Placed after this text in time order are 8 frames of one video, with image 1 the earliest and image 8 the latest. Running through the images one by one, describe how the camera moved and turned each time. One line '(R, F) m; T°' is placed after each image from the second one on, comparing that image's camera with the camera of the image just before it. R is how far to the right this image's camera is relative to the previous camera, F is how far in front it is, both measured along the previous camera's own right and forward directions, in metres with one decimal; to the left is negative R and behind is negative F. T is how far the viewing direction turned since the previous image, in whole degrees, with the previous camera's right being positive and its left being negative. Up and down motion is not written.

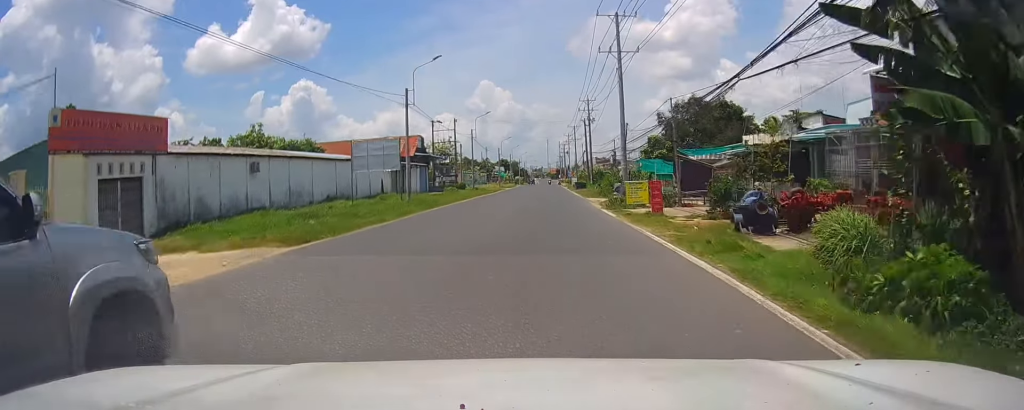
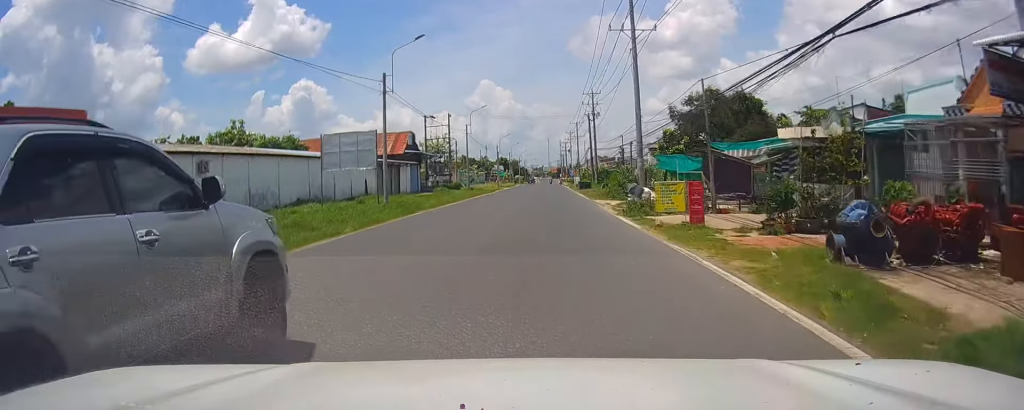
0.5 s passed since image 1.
(+0.2, +6.5) m; 0°
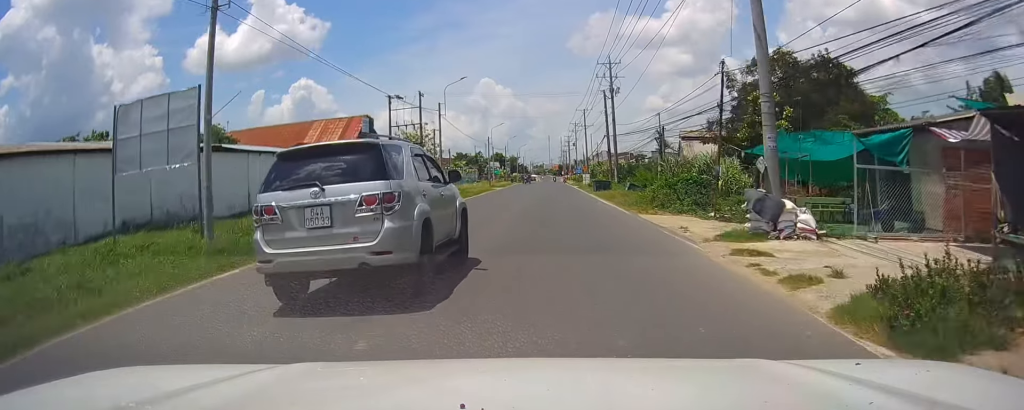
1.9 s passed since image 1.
(0.0, +20.0) m; 0°
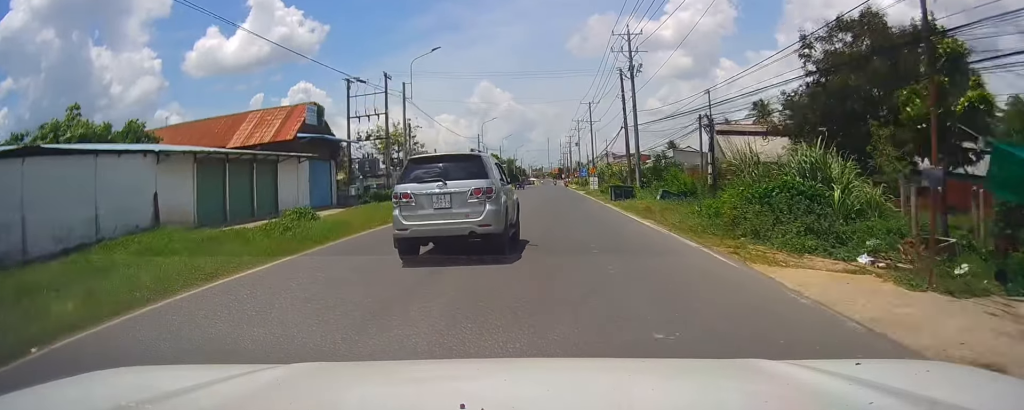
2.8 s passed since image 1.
(+0.2, +12.8) m; 0°
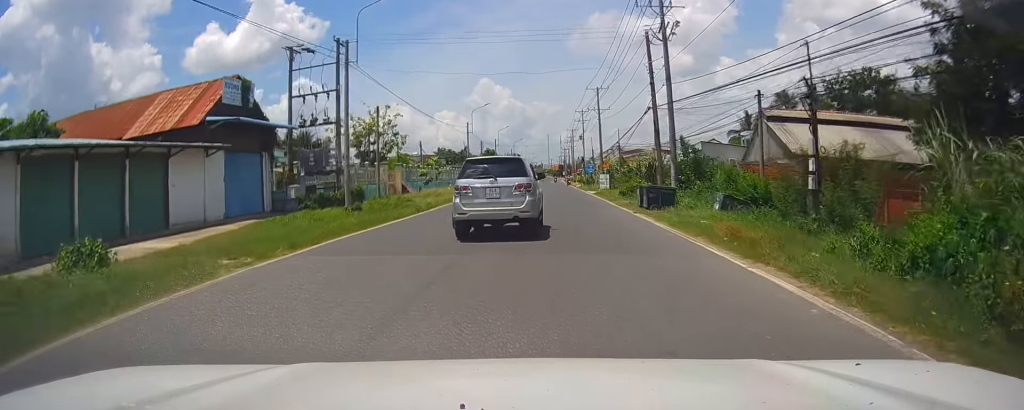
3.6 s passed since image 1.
(0.0, +11.6) m; 0°
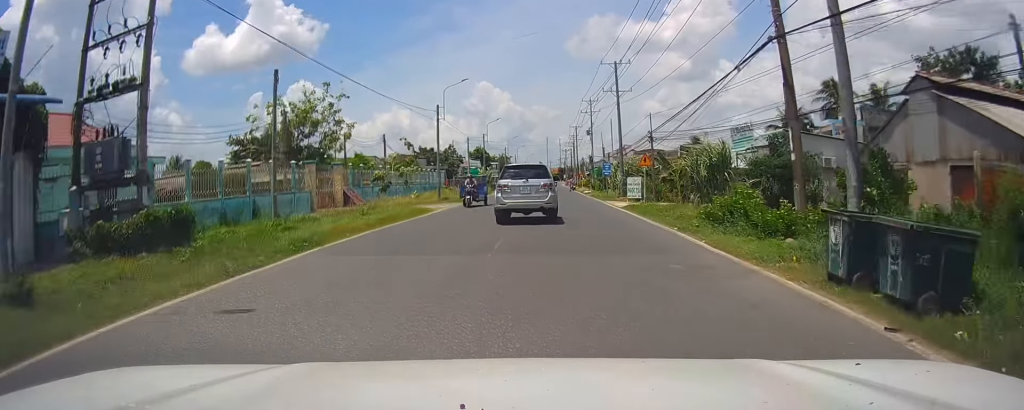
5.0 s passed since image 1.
(+0.1, +18.8) m; -2°
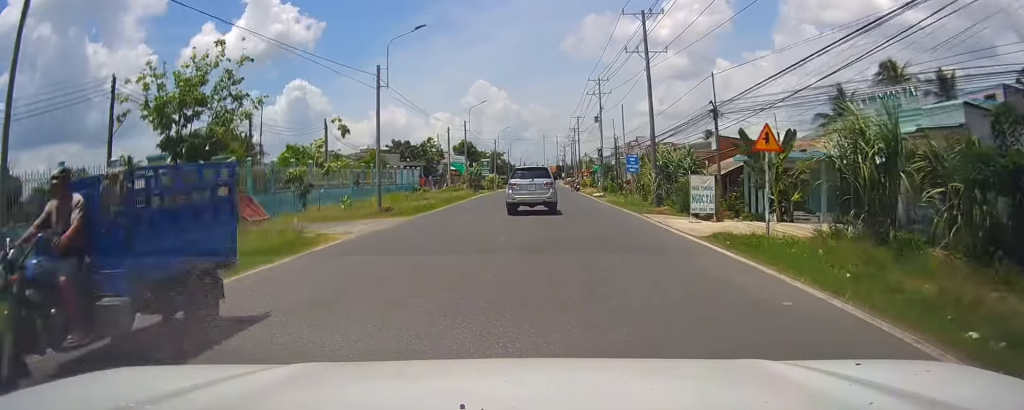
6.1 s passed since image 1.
(-0.7, +15.9) m; 0°
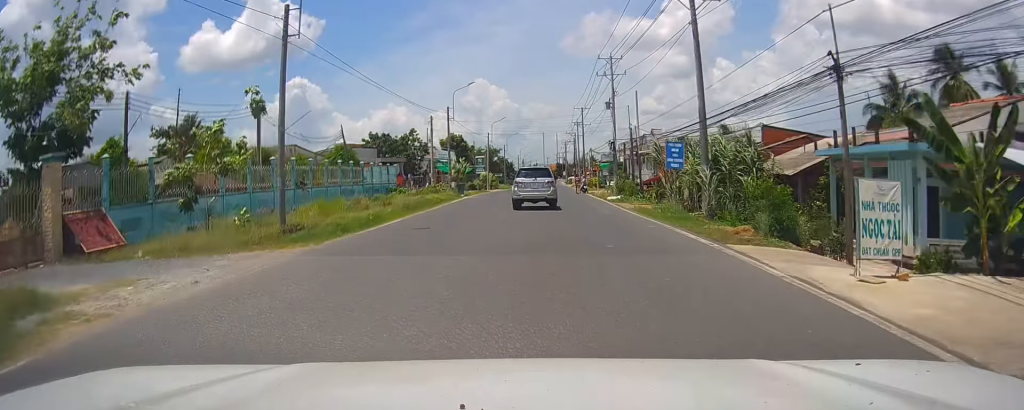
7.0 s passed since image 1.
(+0.6, +12.5) m; +1°
